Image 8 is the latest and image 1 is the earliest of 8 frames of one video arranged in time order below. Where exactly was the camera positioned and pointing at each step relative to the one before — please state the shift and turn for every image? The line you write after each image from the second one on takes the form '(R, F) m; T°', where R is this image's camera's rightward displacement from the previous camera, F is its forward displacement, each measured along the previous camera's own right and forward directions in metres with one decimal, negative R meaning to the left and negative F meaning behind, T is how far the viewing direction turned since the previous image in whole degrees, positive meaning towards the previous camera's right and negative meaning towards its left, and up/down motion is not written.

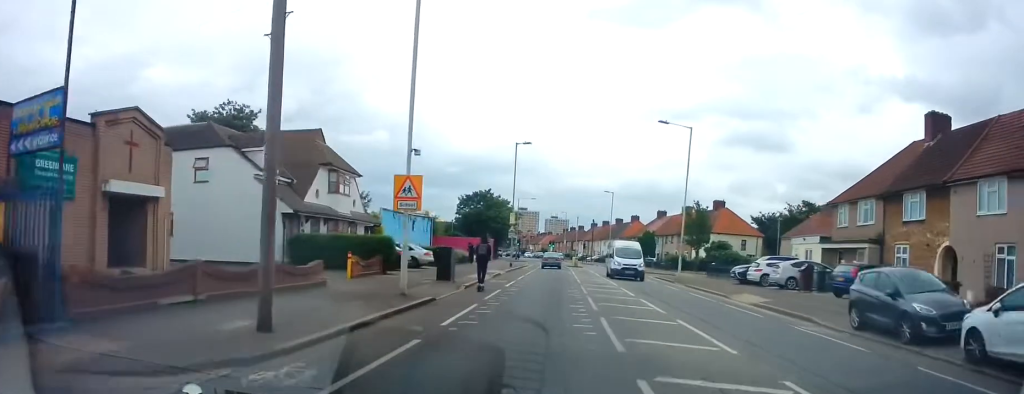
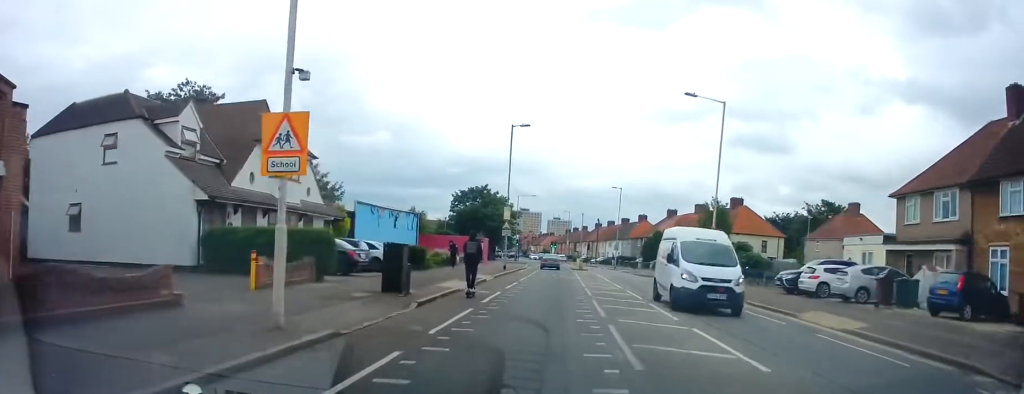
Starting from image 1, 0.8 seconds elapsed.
(0.0, +7.1) m; +1°
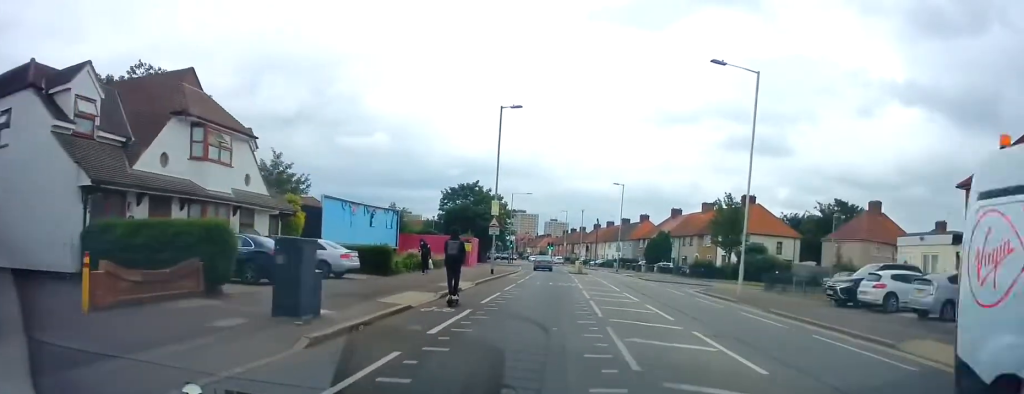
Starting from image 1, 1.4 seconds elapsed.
(-0.1, +5.9) m; +2°
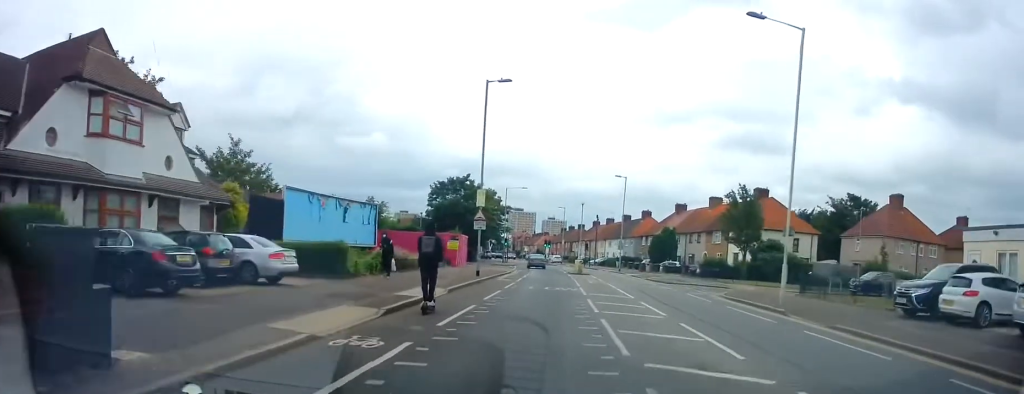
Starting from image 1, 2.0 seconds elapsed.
(+0.2, +5.3) m; 0°
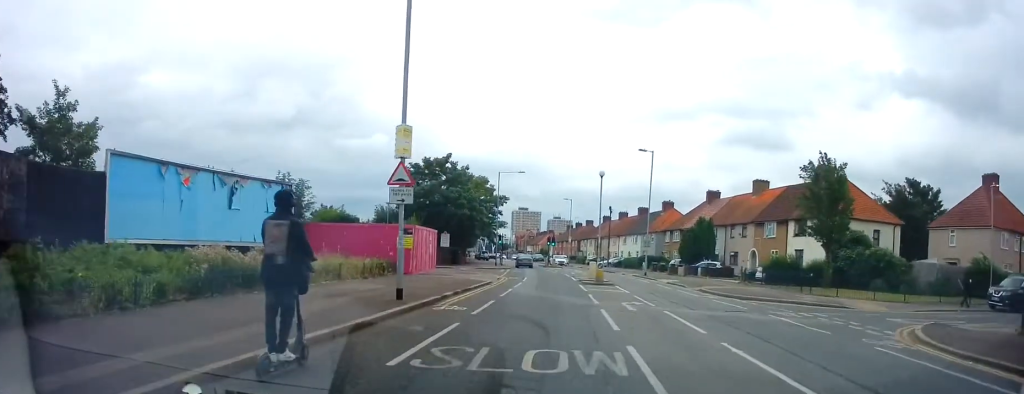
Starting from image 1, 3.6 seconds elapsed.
(-0.3, +15.4) m; -3°
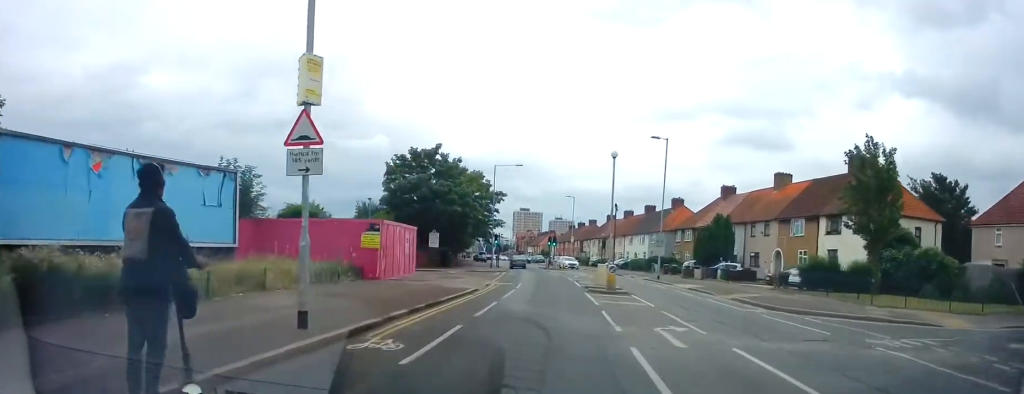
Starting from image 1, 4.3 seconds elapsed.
(0.0, +5.7) m; 0°
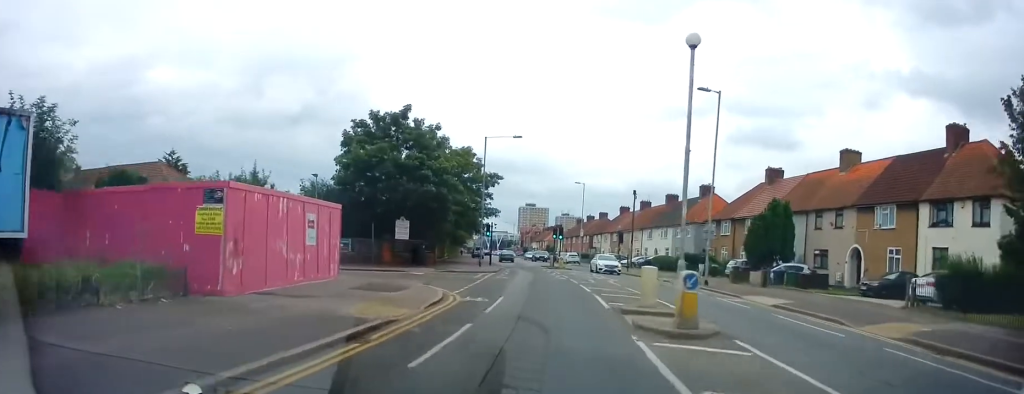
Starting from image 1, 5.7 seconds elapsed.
(0.0, +12.4) m; 0°
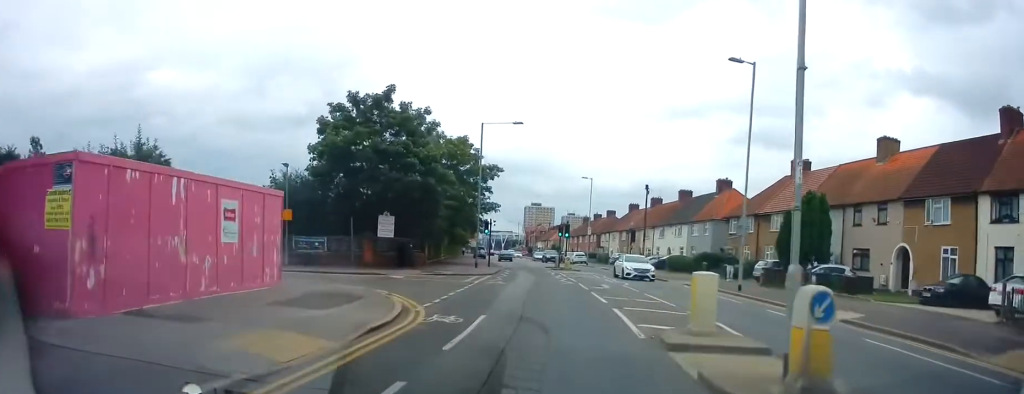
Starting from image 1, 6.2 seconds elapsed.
(0.0, +5.0) m; 0°
